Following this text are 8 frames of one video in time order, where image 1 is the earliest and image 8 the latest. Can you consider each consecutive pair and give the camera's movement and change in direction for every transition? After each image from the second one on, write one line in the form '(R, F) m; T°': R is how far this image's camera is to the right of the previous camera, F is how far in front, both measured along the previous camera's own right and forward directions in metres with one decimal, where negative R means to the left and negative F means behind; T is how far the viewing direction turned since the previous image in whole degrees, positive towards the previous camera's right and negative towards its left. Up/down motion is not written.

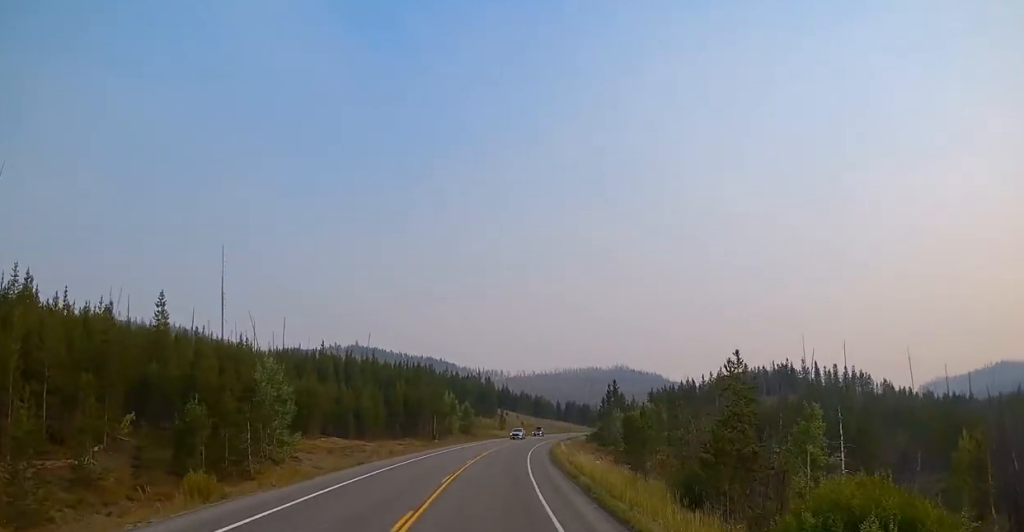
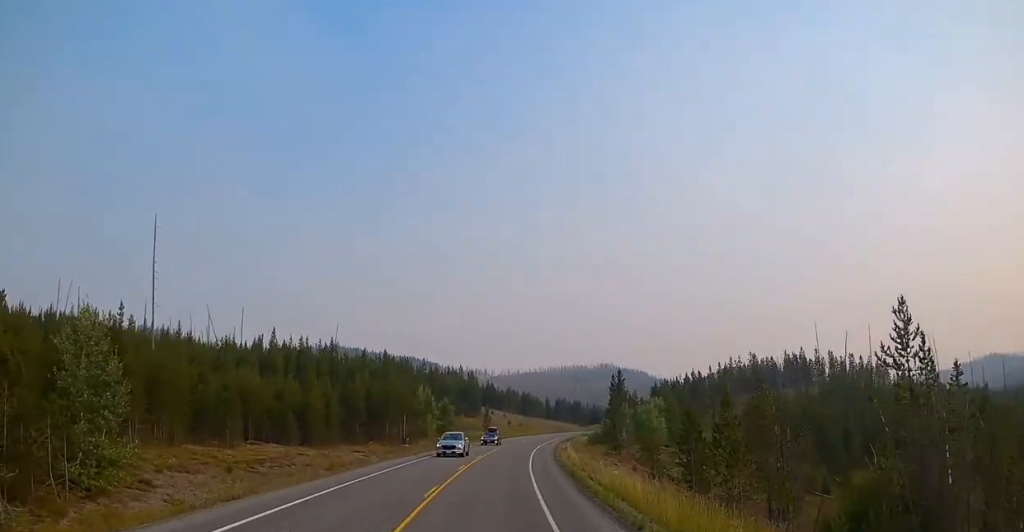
(0.0, +18.1) m; +1°
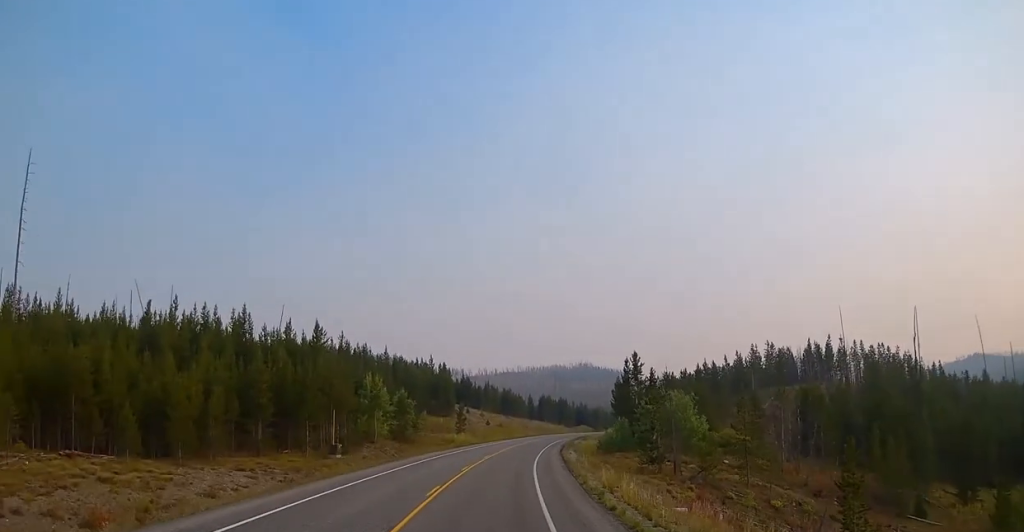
(+0.7, +24.5) m; +3°
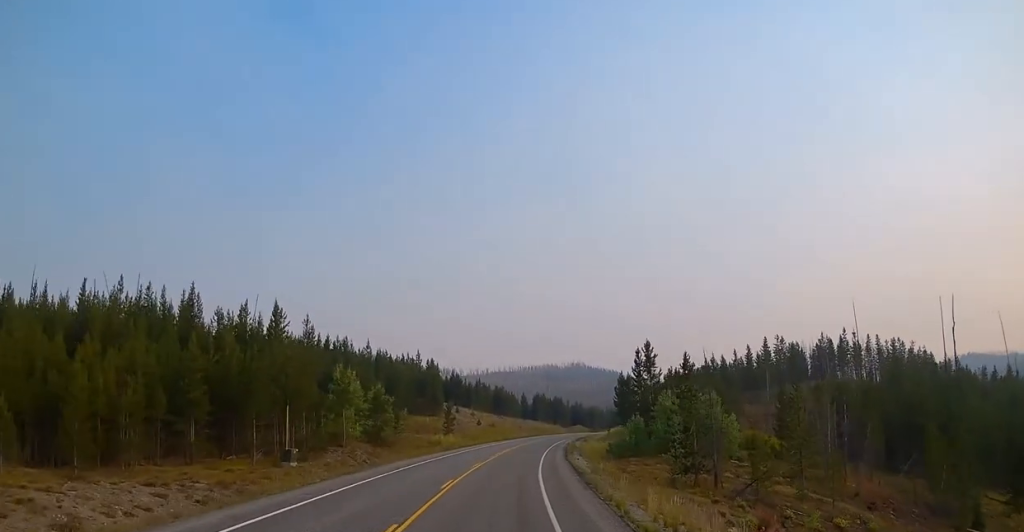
(+0.2, +9.6) m; +1°
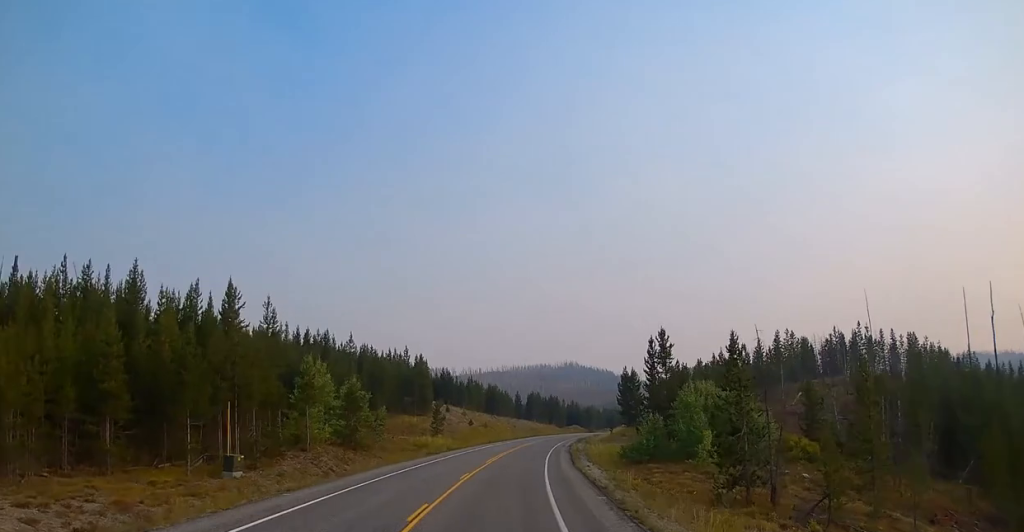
(0.0, +8.0) m; 0°
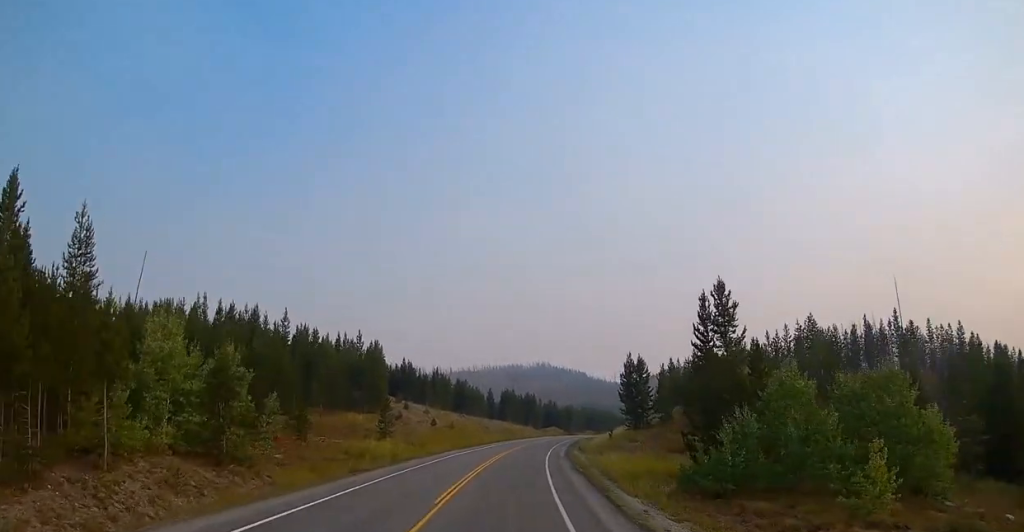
(0.0, +20.3) m; +1°
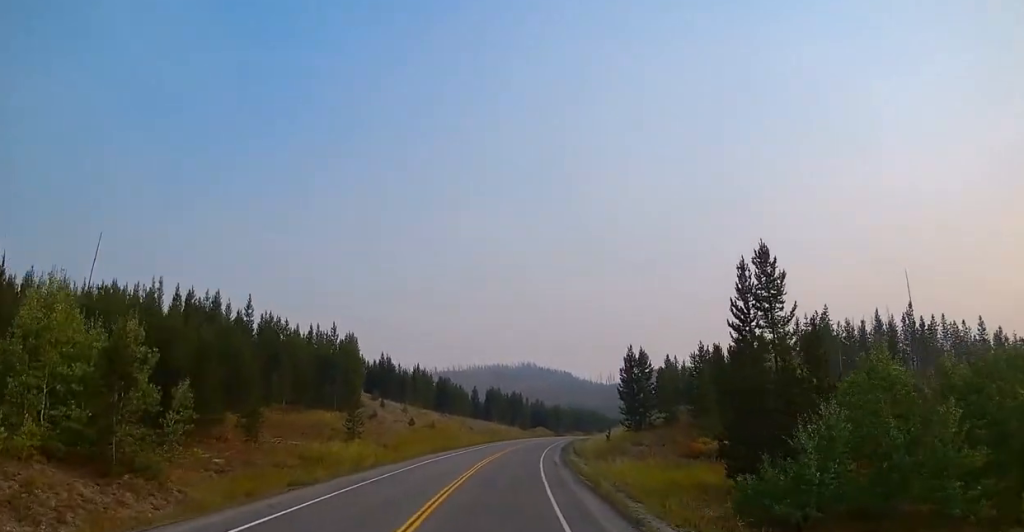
(-0.1, +8.0) m; +1°
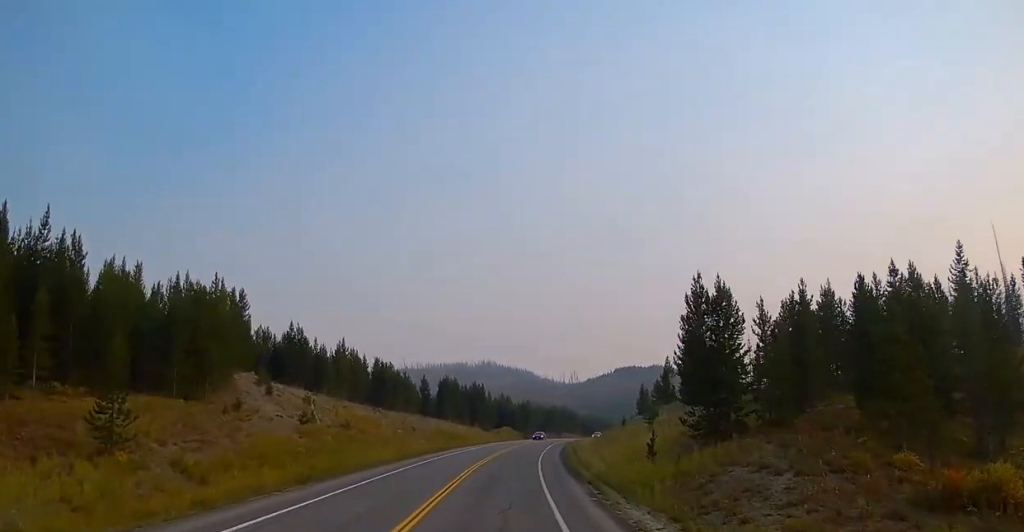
(+1.2, +30.0) m; +3°
